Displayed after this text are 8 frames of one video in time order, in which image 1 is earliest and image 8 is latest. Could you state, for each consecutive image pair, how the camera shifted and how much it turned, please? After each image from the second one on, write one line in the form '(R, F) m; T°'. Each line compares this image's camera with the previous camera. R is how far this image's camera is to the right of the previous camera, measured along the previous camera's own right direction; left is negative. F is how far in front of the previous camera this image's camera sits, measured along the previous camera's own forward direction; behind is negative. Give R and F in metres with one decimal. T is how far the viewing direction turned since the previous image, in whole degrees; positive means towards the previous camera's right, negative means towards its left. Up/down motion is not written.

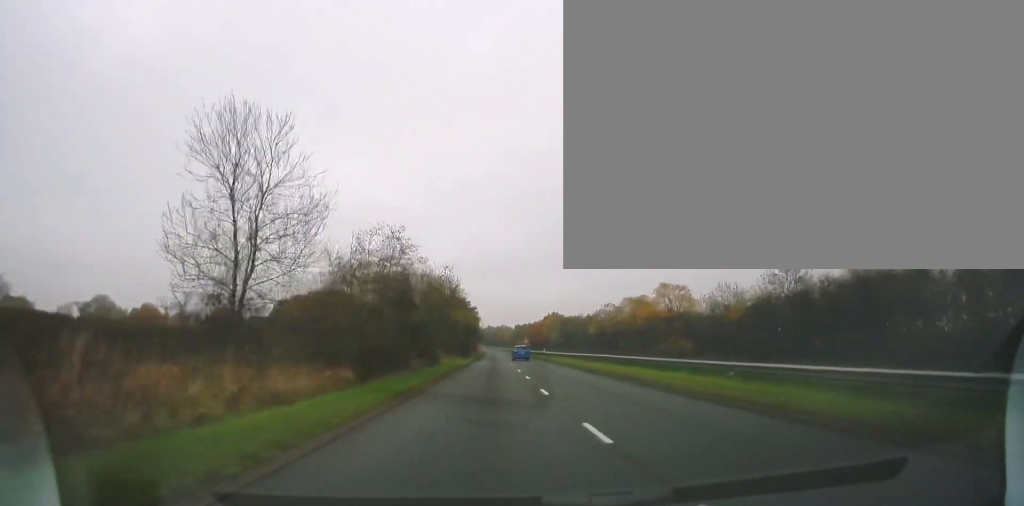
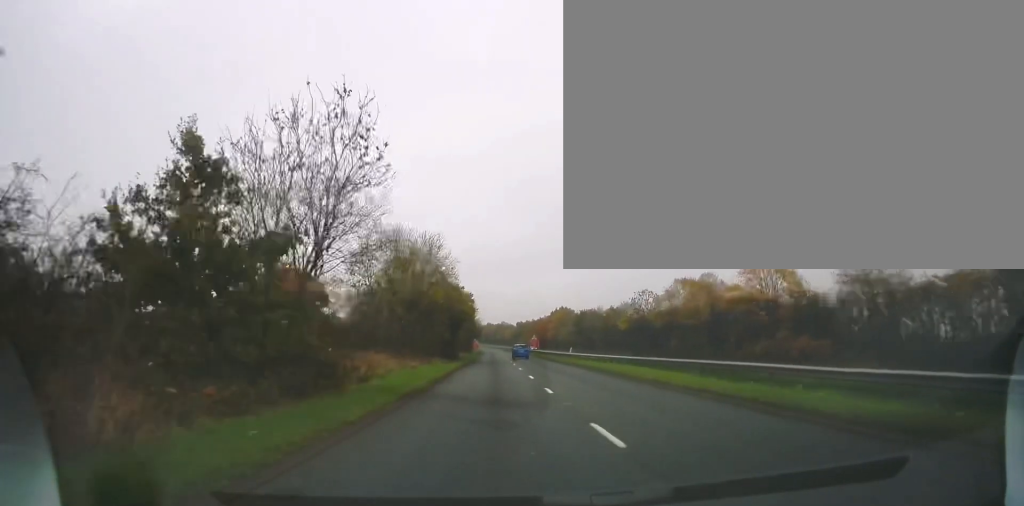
(0.0, +27.2) m; 0°
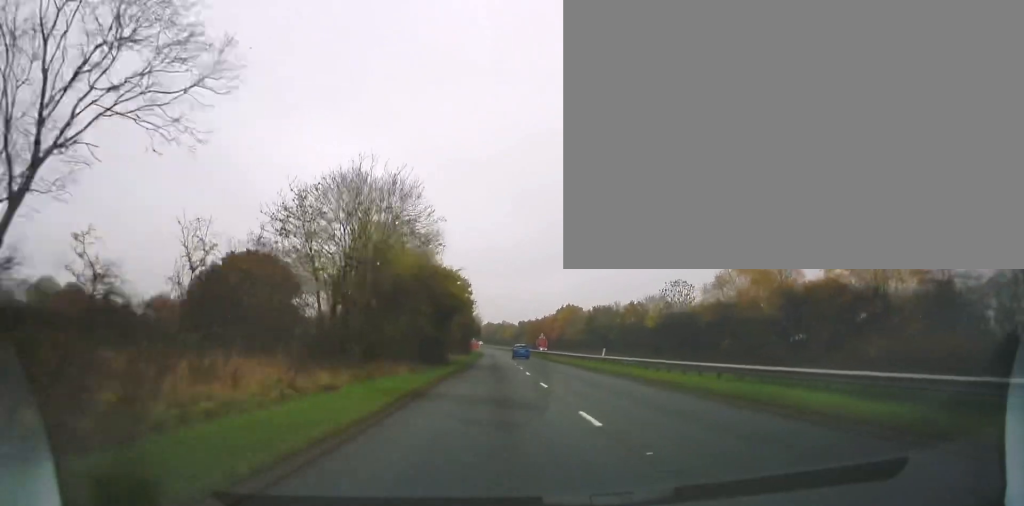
(+0.1, +15.2) m; 0°
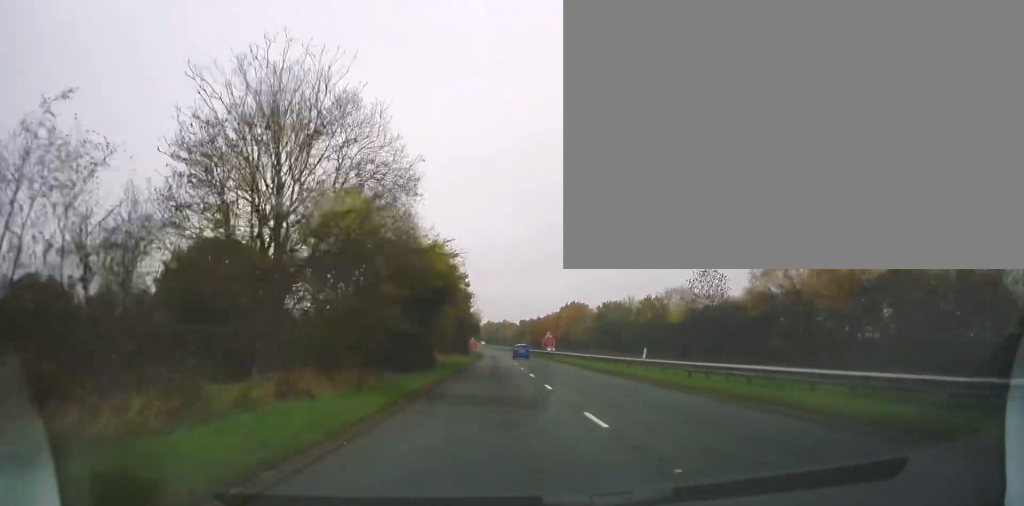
(+0.1, +10.1) m; 0°
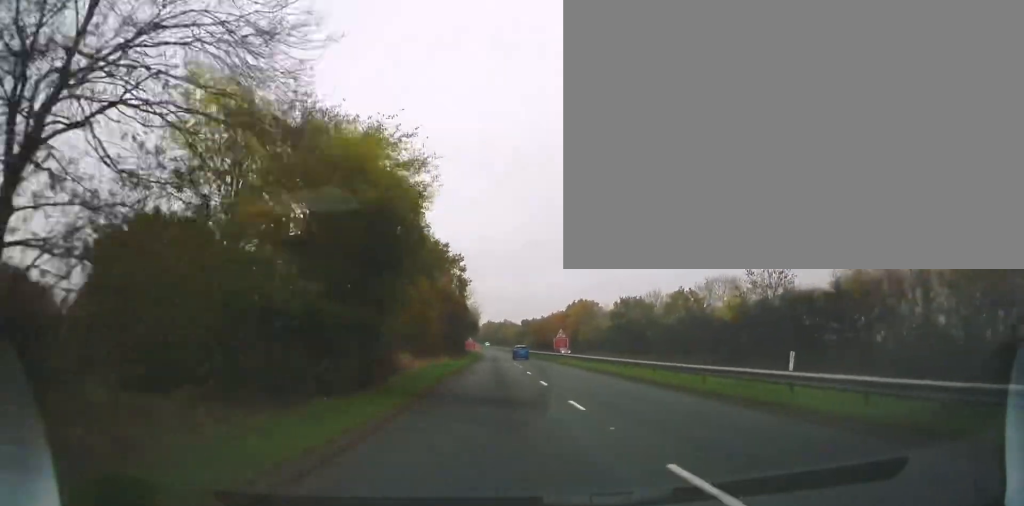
(0.0, +14.2) m; 0°
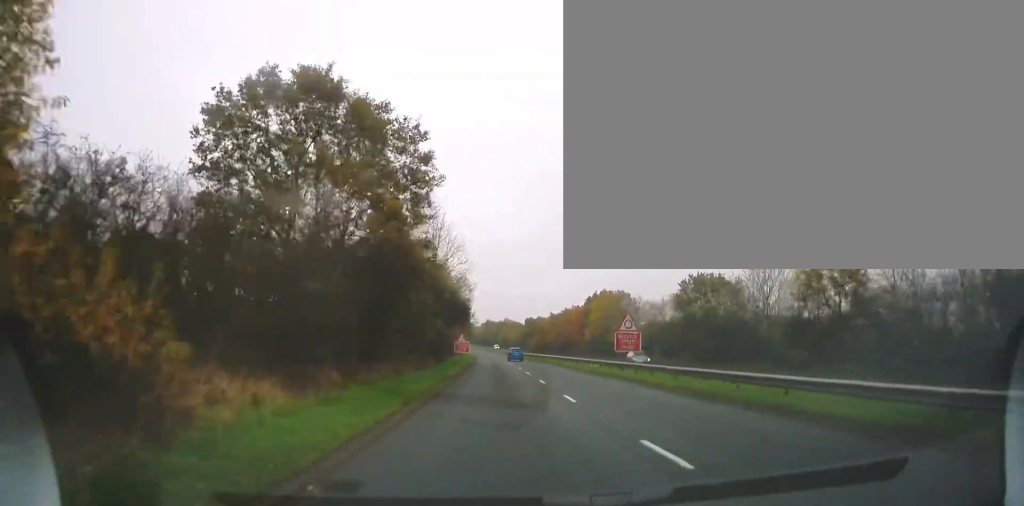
(+0.1, +32.9) m; 0°
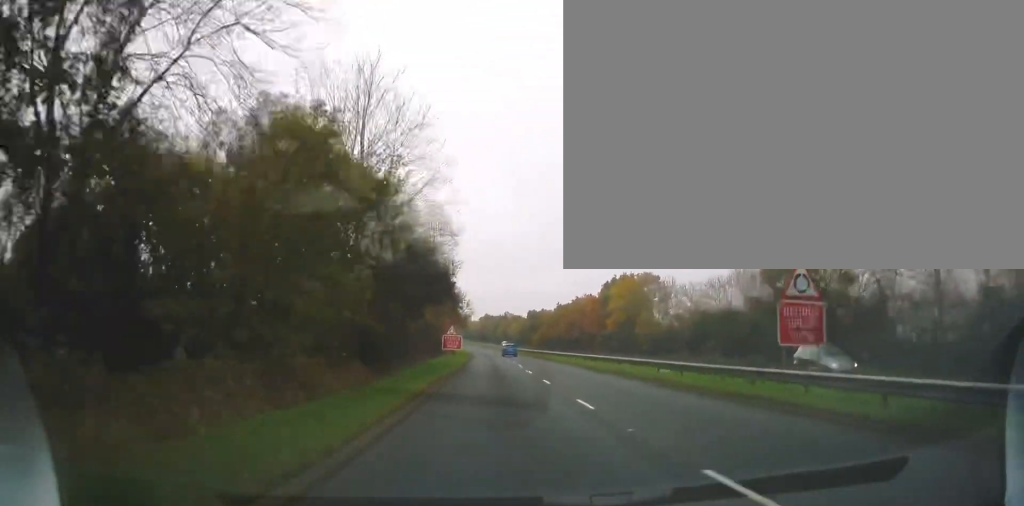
(-0.2, +20.2) m; 0°
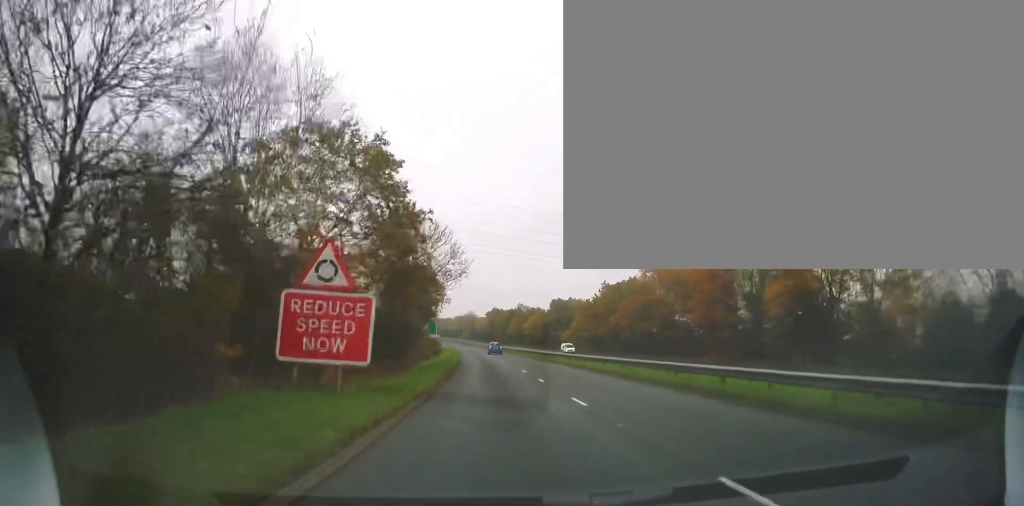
(+0.1, +51.6) m; 0°
